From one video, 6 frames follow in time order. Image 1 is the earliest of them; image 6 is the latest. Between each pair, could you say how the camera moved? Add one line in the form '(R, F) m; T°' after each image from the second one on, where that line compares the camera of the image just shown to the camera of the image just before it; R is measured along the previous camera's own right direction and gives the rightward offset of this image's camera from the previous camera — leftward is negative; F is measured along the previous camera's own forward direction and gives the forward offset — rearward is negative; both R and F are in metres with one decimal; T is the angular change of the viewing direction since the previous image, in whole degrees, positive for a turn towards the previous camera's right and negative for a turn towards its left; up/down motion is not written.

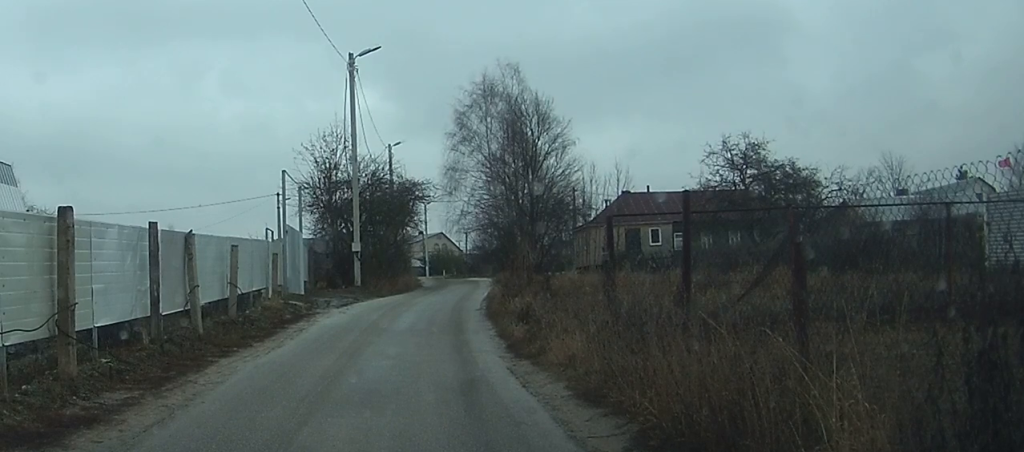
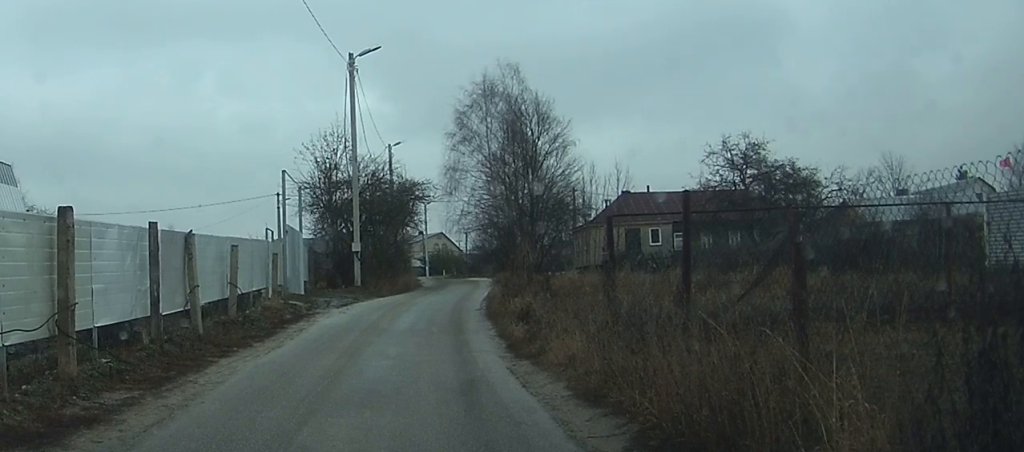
(0.0, 0.0) m; 0°
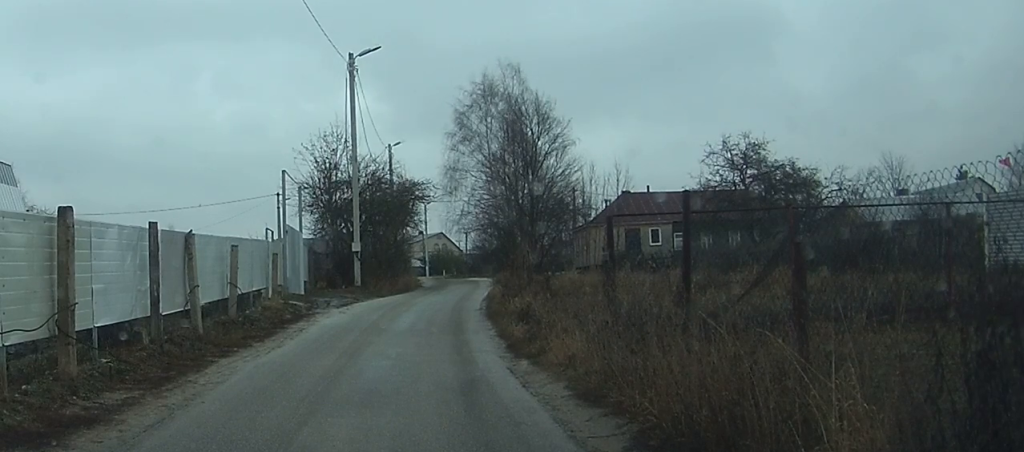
(0.0, 0.0) m; 0°
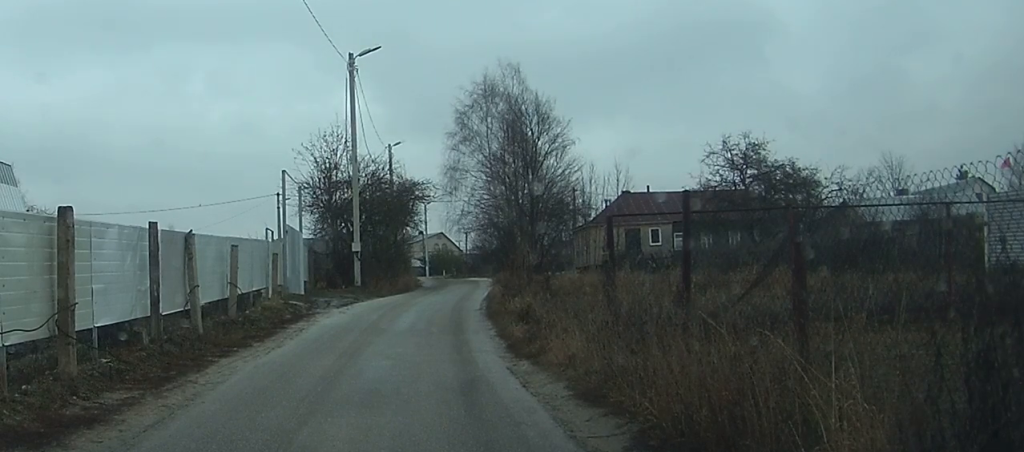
(0.0, 0.0) m; 0°
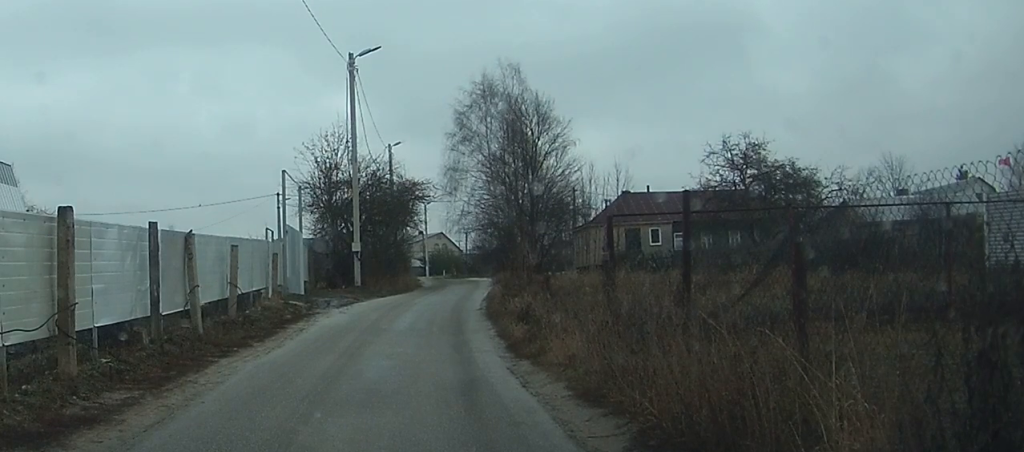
(0.0, 0.0) m; 0°
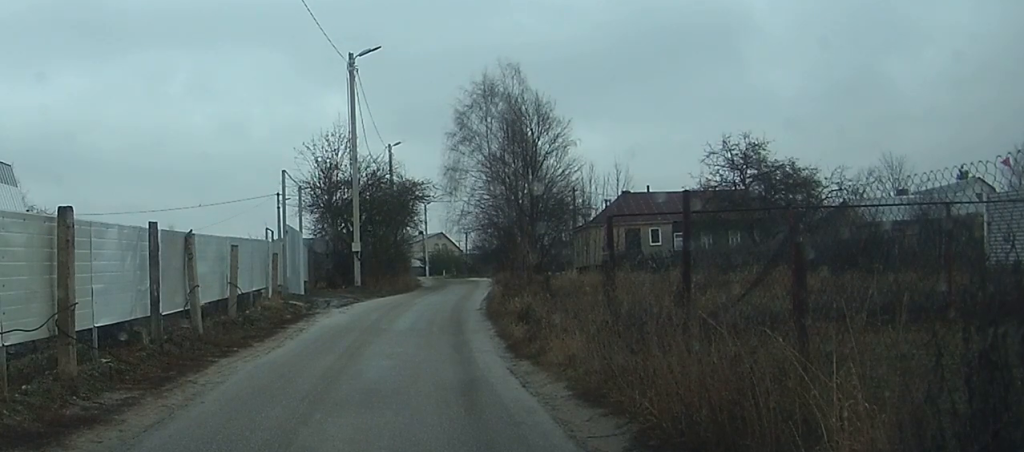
(0.0, 0.0) m; 0°
